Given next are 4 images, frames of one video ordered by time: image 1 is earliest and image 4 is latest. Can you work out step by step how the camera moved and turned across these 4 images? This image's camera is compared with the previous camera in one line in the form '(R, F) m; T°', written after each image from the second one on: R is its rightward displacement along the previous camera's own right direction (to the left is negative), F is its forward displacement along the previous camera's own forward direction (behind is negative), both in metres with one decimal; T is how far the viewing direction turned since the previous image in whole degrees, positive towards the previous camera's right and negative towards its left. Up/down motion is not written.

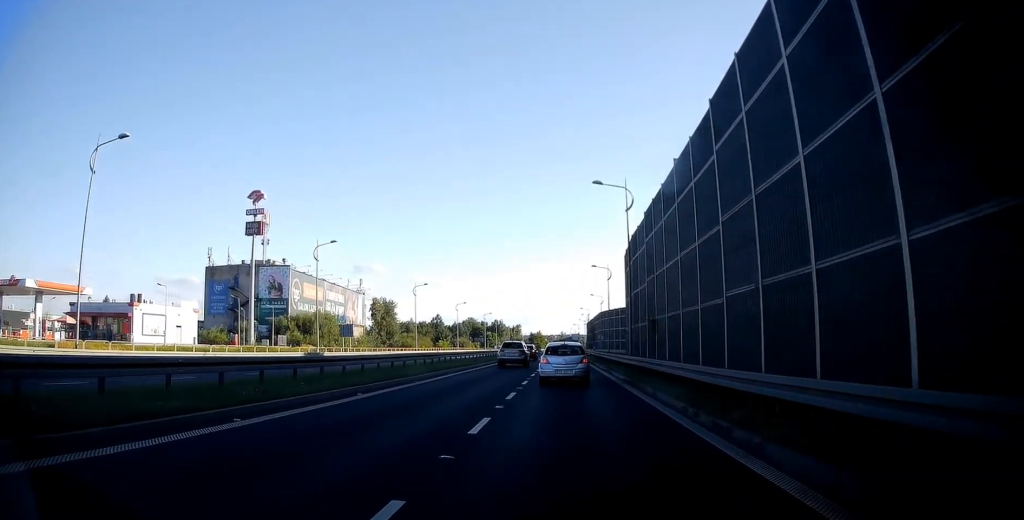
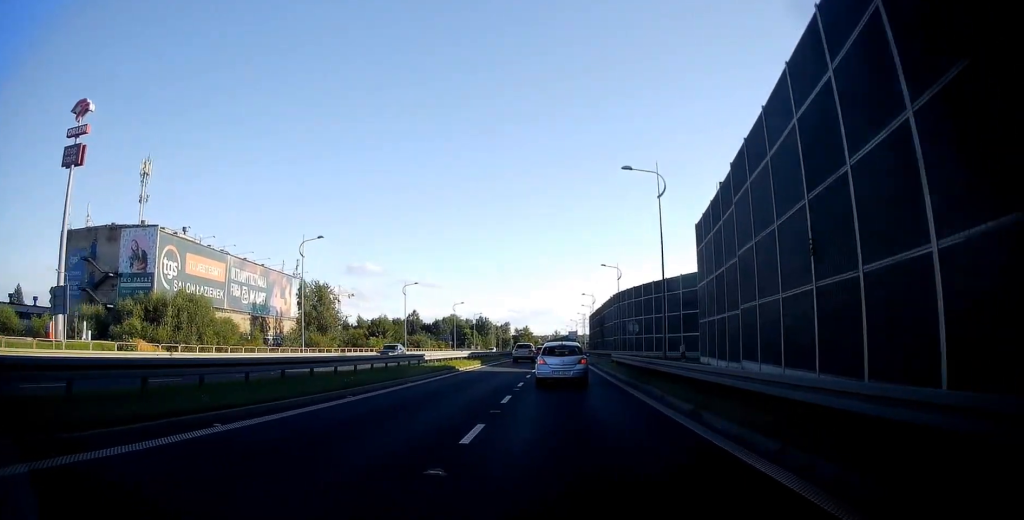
(0.0, +34.9) m; 0°
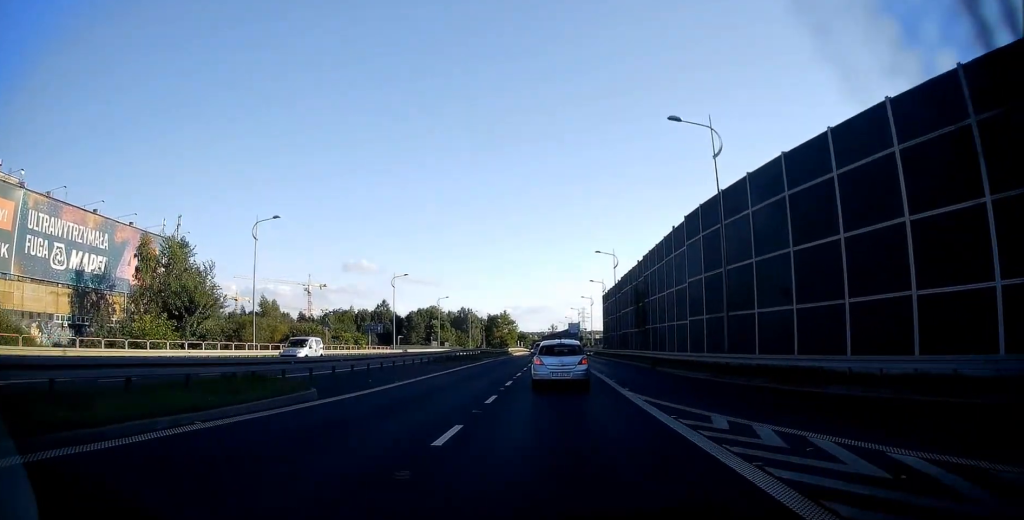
(+0.1, +39.5) m; 0°
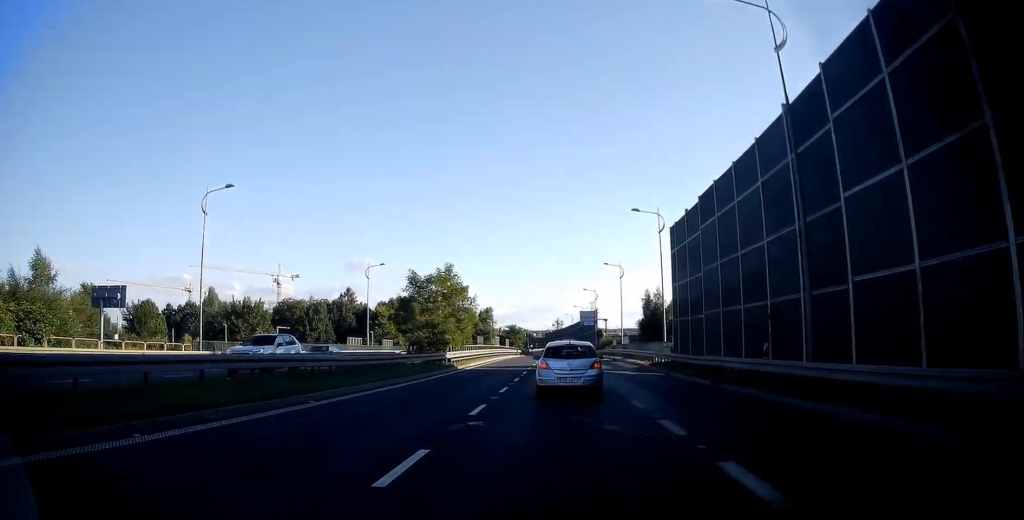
(0.0, +49.9) m; 0°
